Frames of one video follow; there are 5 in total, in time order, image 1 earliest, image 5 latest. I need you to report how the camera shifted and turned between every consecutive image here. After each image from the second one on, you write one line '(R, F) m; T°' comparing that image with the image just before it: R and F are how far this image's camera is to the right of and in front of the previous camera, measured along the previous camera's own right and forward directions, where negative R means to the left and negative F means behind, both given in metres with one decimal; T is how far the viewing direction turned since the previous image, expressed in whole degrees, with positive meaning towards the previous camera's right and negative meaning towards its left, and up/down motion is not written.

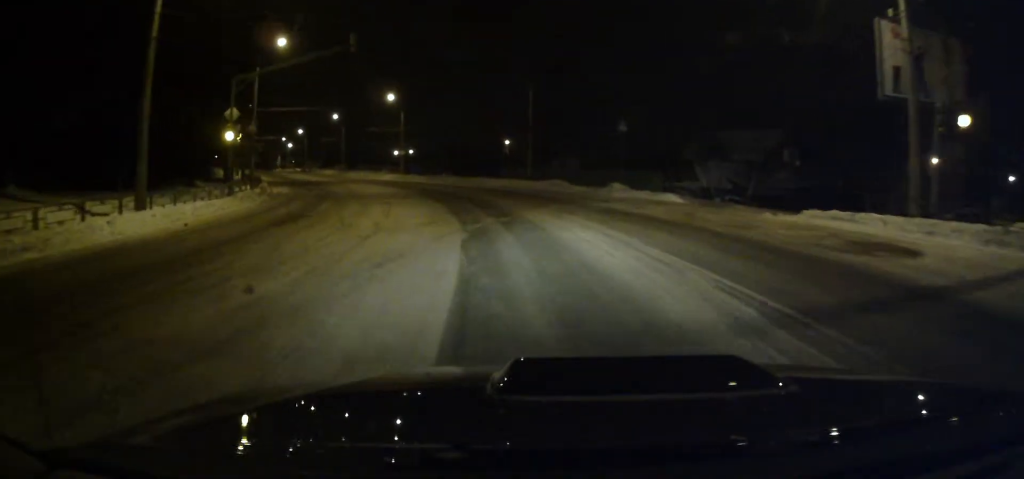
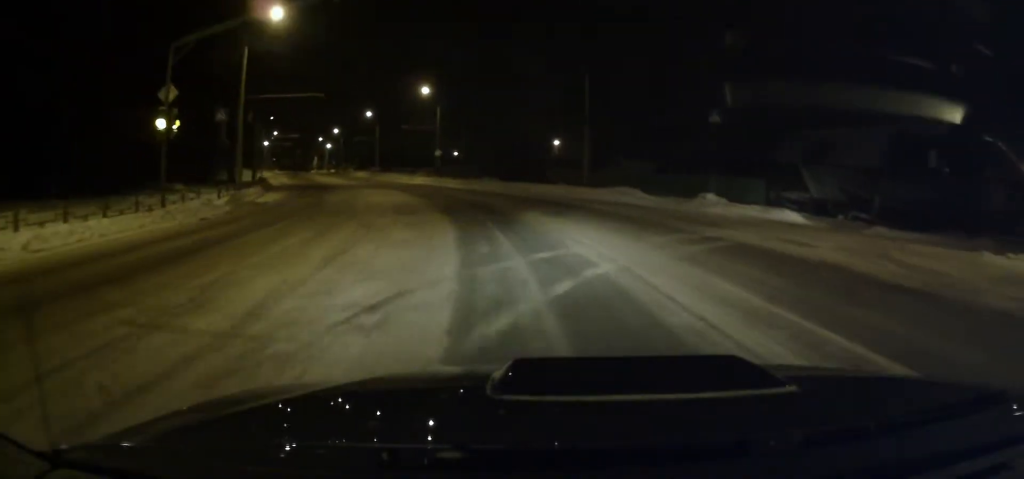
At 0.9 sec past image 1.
(-0.2, +10.8) m; -3°
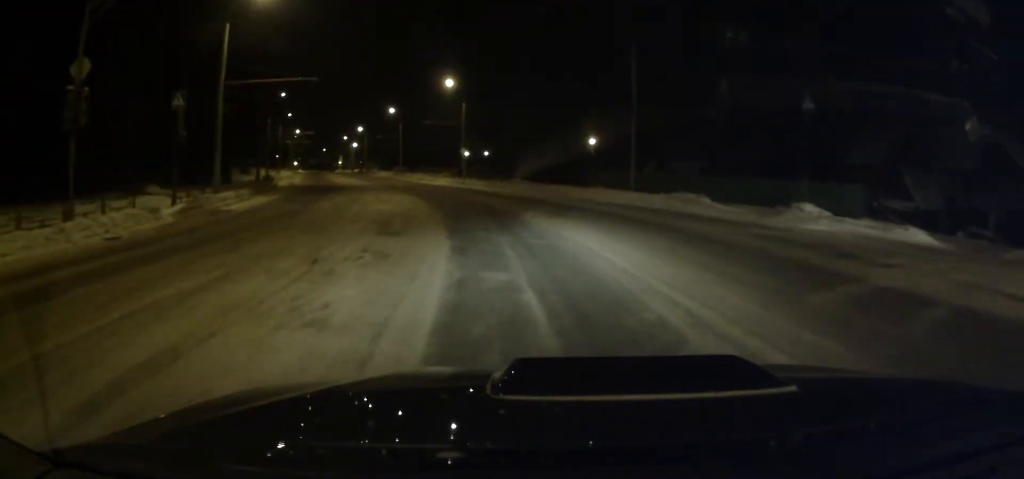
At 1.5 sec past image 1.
(-0.2, +7.1) m; -3°
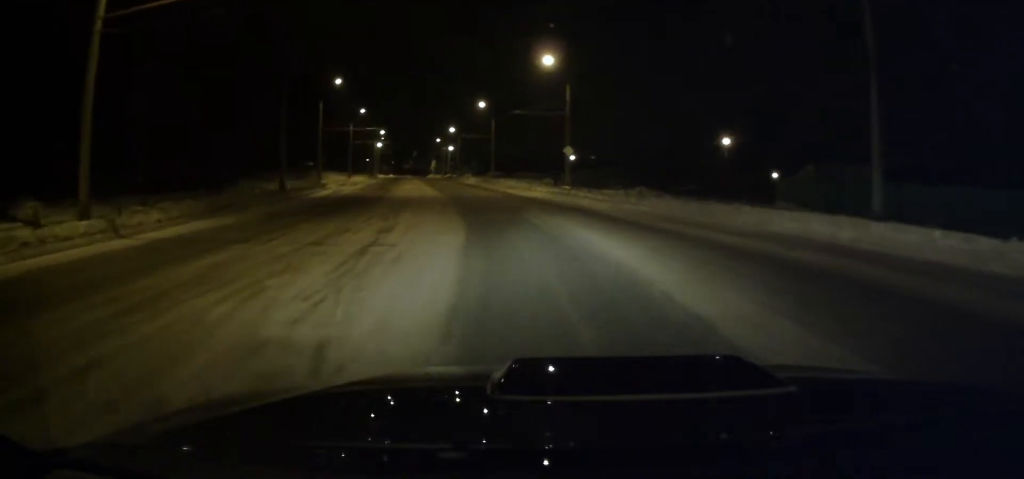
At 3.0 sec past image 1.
(-1.4, +18.3) m; -9°
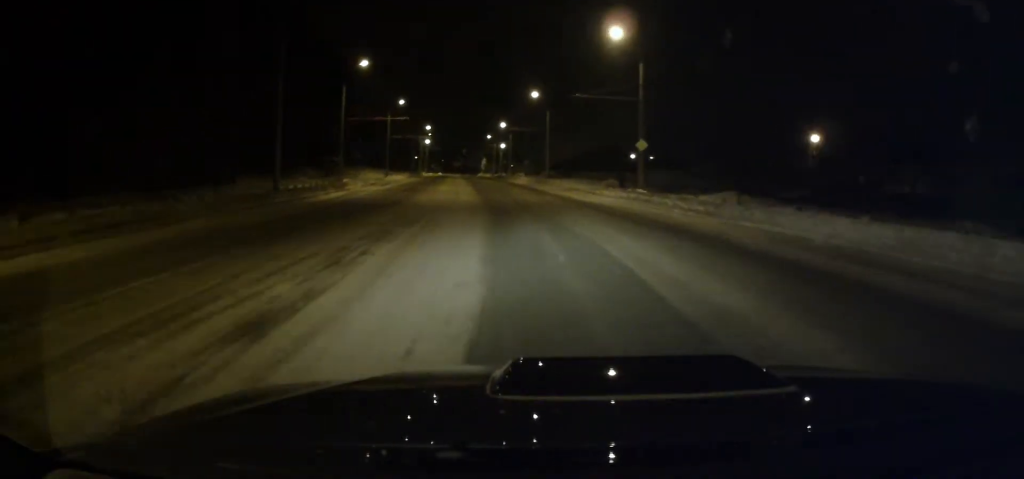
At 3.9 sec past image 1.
(-0.5, +11.1) m; -5°
